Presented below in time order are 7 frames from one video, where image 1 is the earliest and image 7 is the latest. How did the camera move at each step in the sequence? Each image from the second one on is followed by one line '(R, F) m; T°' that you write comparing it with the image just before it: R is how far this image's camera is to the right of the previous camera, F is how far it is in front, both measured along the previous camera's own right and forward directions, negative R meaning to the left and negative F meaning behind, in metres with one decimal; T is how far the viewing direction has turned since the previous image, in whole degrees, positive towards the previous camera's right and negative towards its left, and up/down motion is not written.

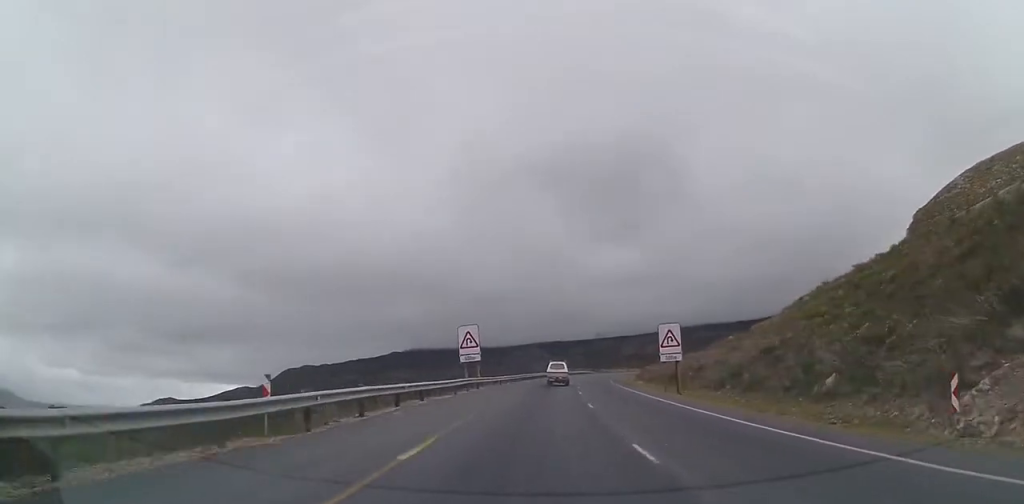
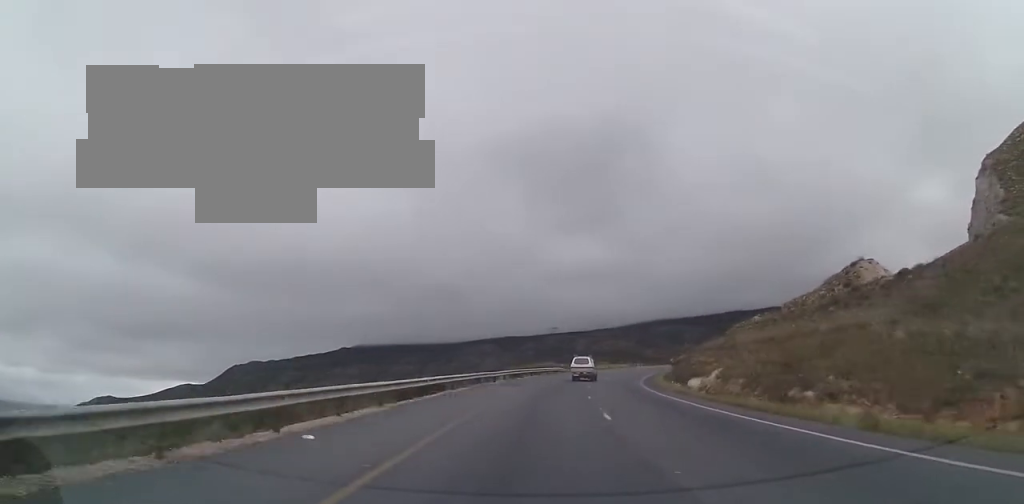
(+1.4, +54.4) m; +4°
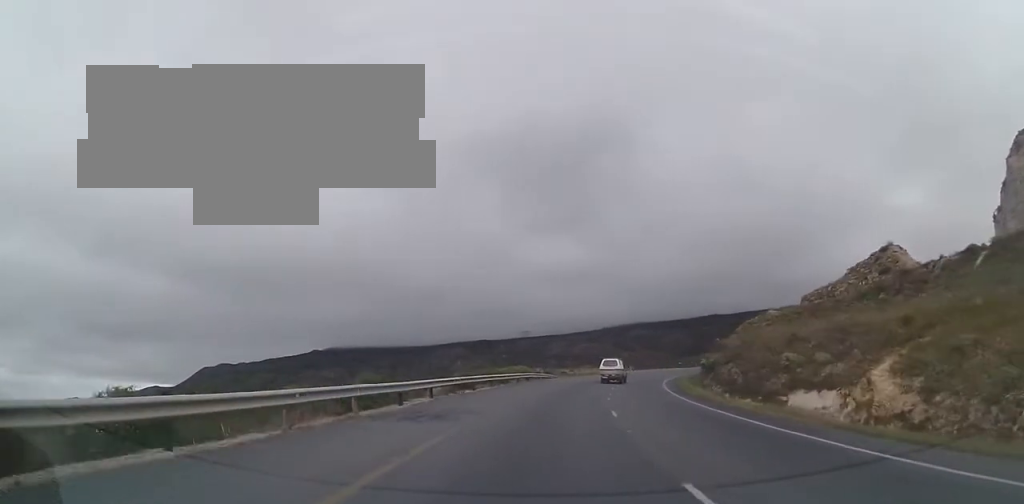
(+1.0, +22.5) m; +3°
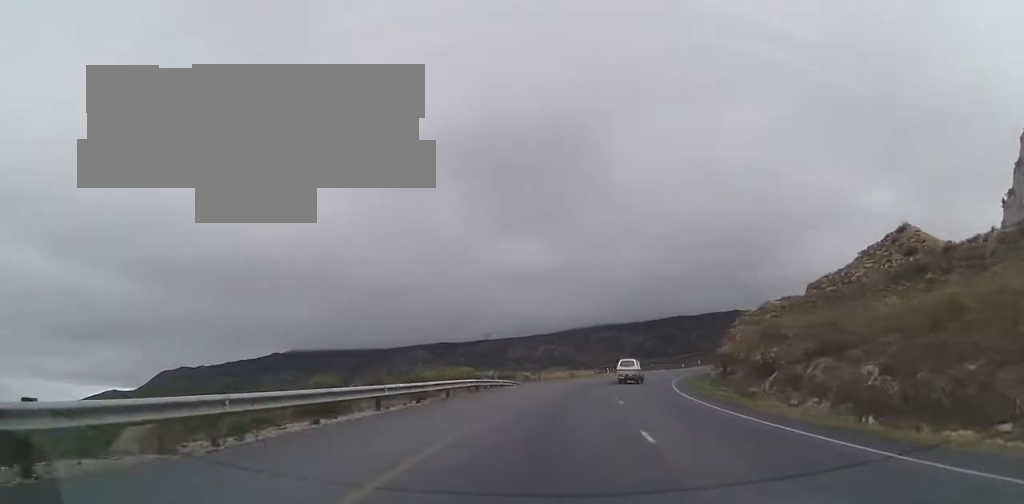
(+0.4, +18.1) m; +6°
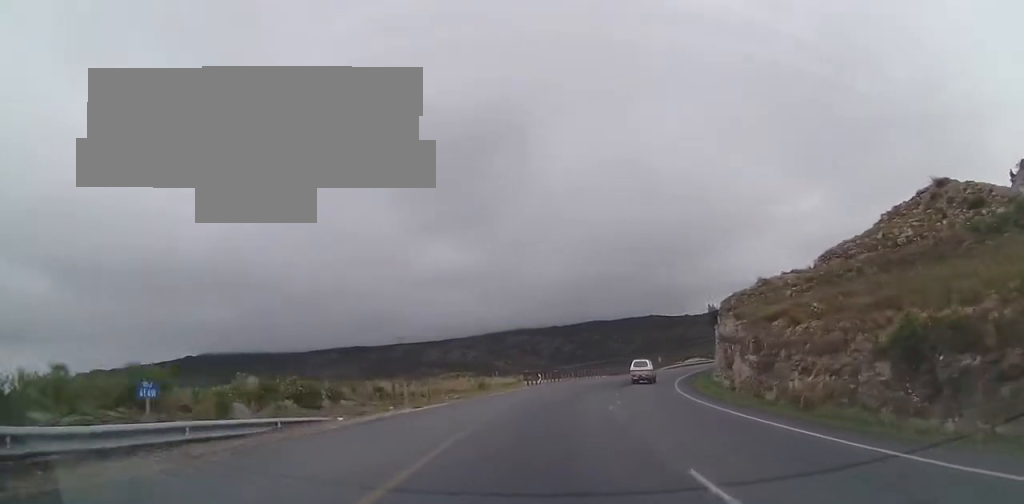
(+3.8, +29.4) m; +14°
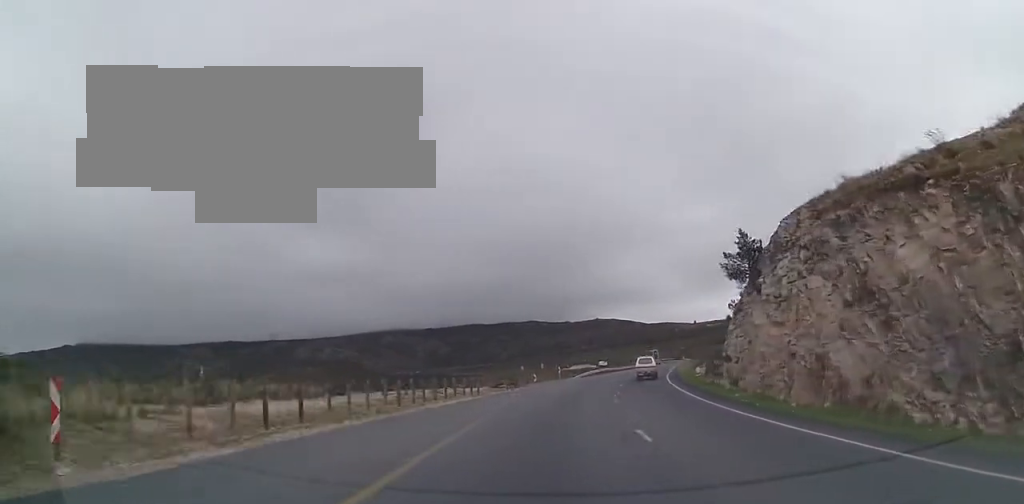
(+2.8, +43.4) m; +4°
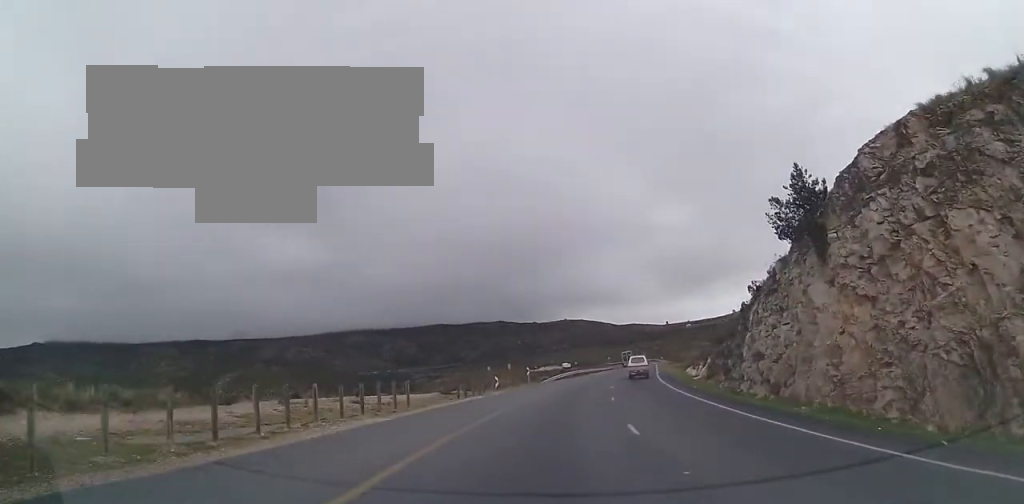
(0.0, +10.8) m; 0°
